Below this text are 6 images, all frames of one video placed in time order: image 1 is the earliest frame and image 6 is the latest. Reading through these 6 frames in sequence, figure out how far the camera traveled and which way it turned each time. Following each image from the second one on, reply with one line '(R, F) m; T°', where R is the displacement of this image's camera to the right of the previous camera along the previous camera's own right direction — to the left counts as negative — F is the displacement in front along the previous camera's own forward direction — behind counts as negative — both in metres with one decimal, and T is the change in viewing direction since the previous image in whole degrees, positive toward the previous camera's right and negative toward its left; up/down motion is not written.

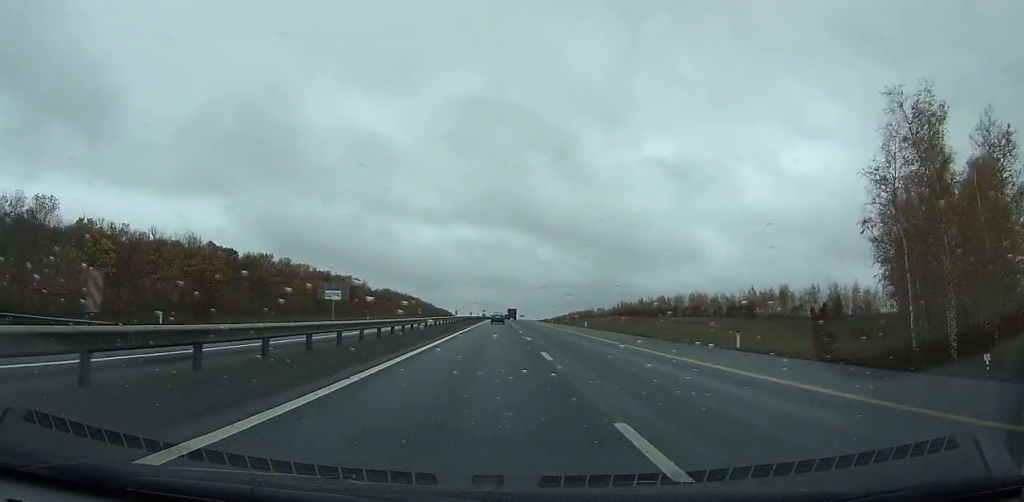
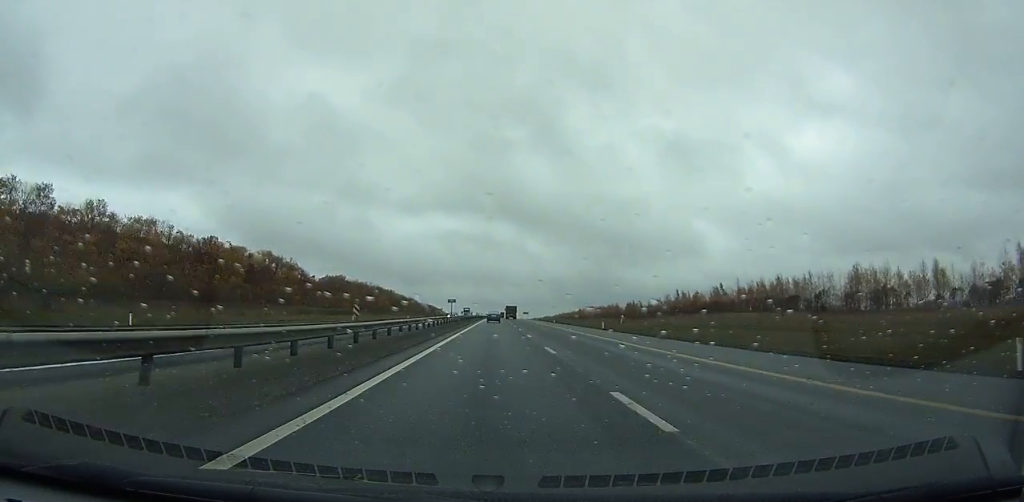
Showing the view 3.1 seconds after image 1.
(+1.0, +105.3) m; +1°
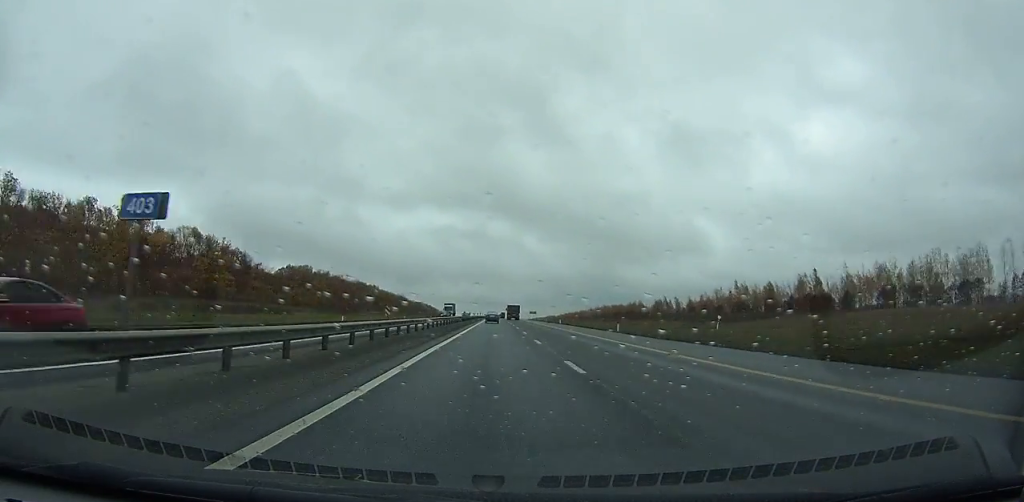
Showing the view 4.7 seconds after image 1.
(+0.2, +55.2) m; 0°
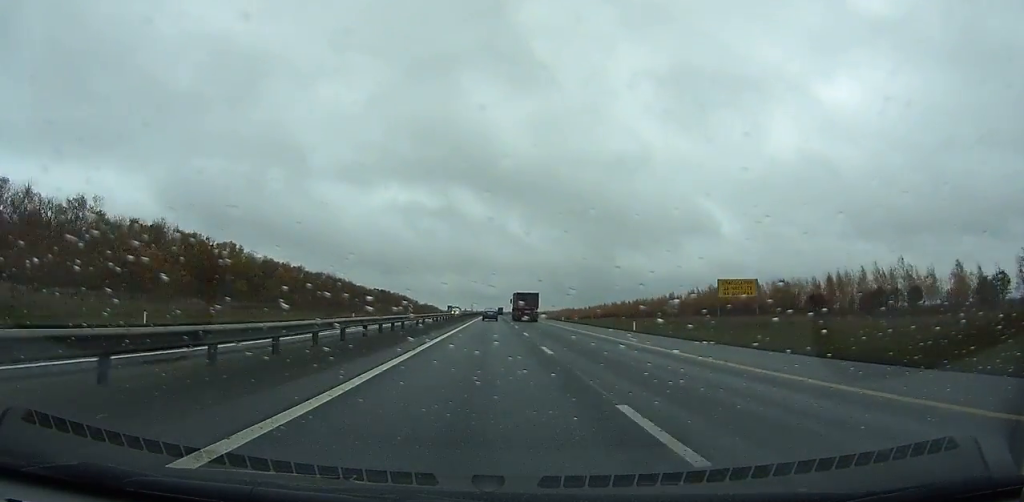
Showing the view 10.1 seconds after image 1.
(+0.3, +192.5) m; 0°
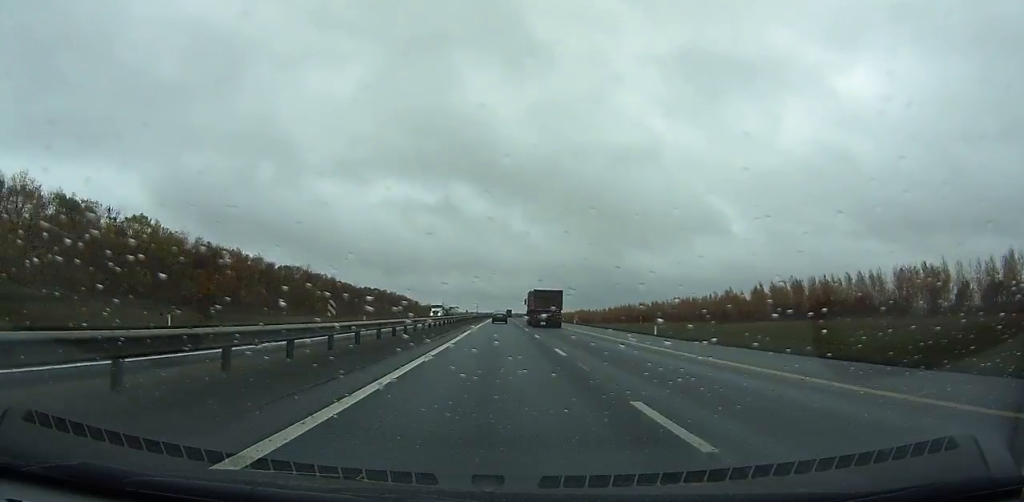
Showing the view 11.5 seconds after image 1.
(0.0, +50.3) m; 0°
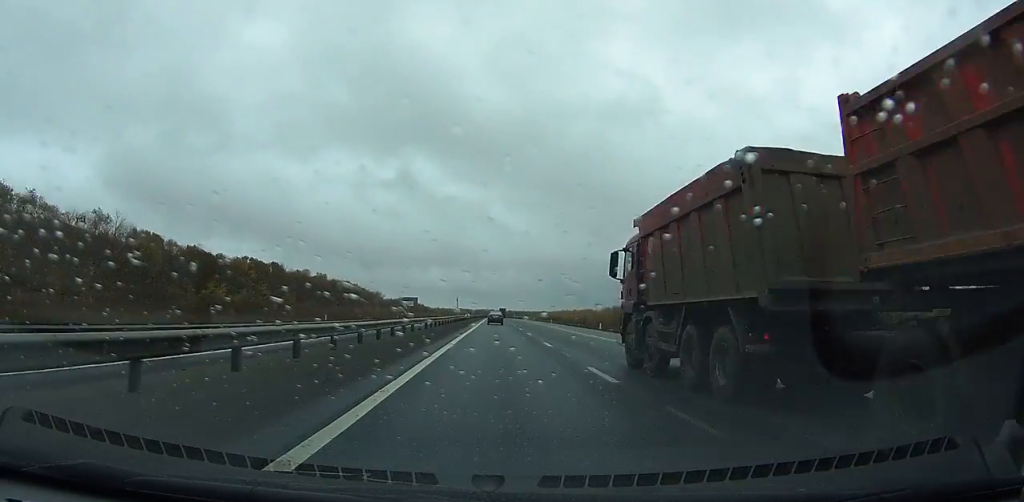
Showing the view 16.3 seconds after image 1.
(-0.2, +166.6) m; 0°
